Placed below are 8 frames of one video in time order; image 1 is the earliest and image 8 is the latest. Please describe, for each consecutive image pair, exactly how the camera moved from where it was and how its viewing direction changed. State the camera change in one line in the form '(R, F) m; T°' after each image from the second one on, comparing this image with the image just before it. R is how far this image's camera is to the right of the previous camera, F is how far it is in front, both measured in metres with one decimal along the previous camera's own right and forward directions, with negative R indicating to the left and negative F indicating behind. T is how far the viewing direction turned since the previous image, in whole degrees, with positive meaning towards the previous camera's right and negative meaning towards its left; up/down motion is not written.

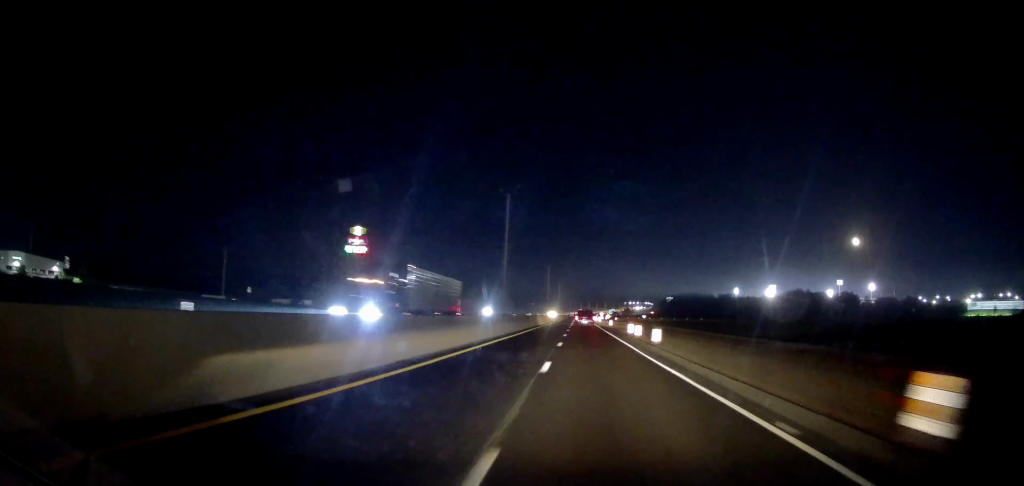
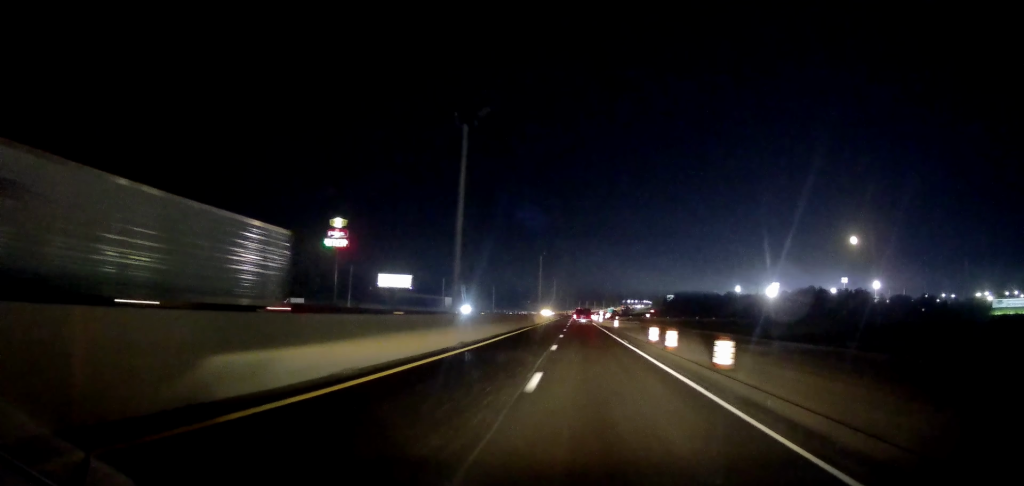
(0.0, +13.0) m; 0°
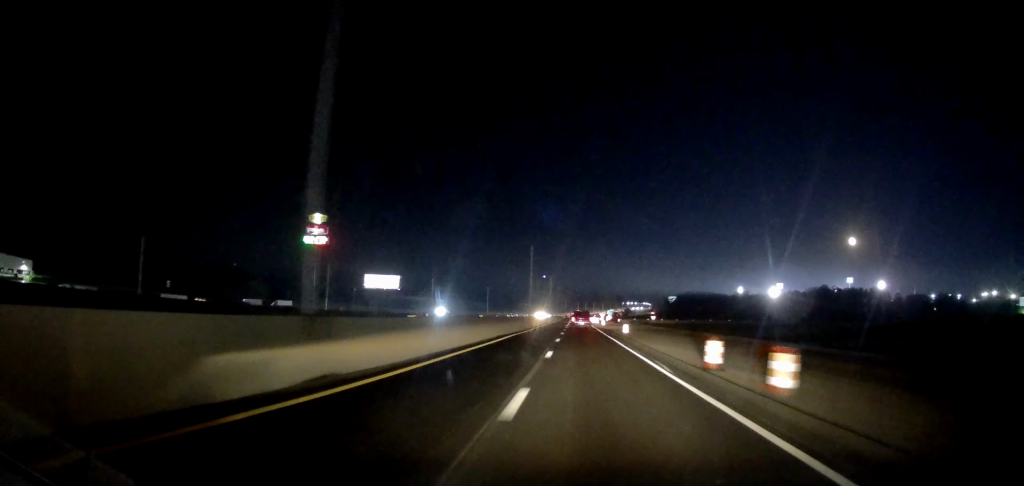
(-0.2, +34.7) m; 0°
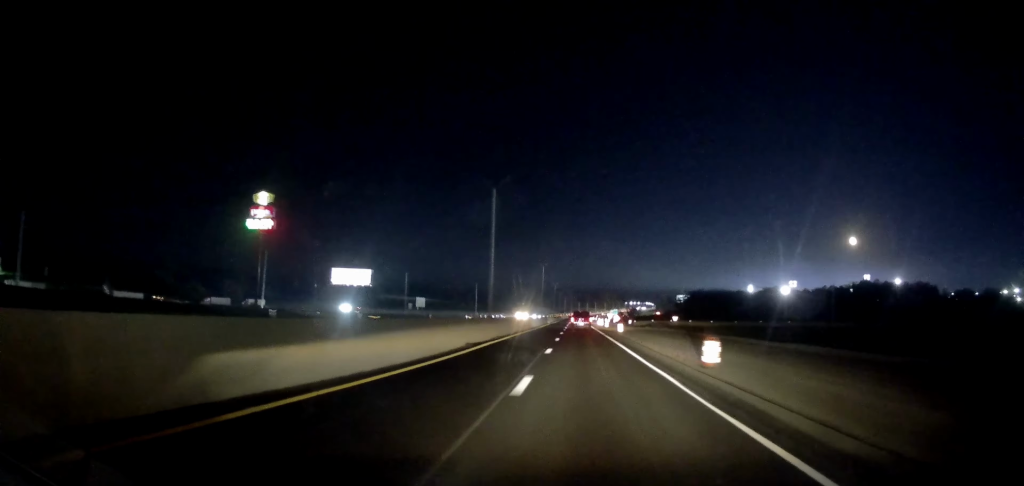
(+0.1, +30.8) m; +1°
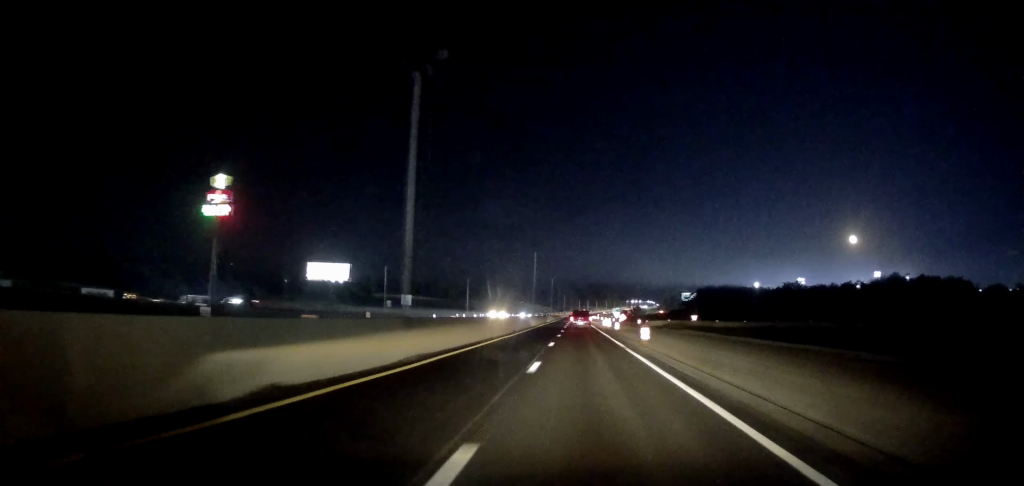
(+0.3, +18.8) m; 0°
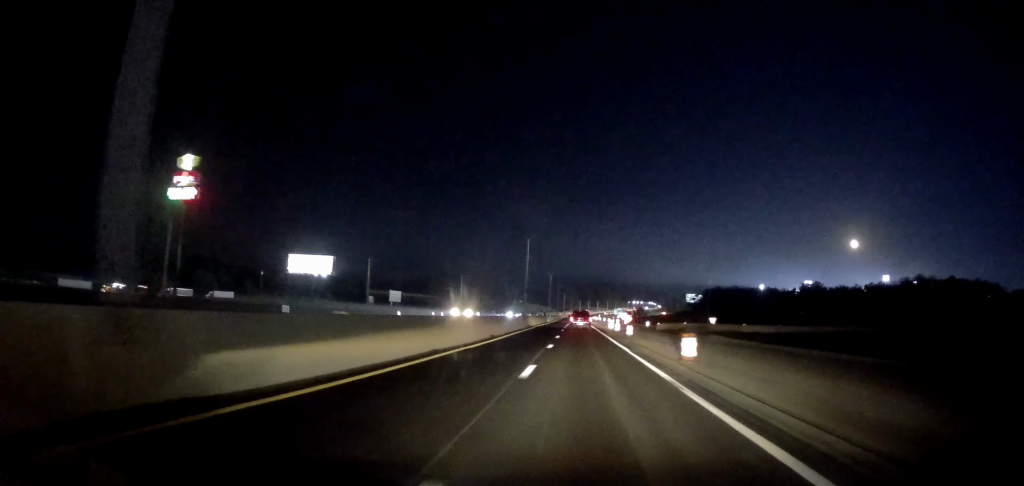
(0.0, +13.3) m; 0°
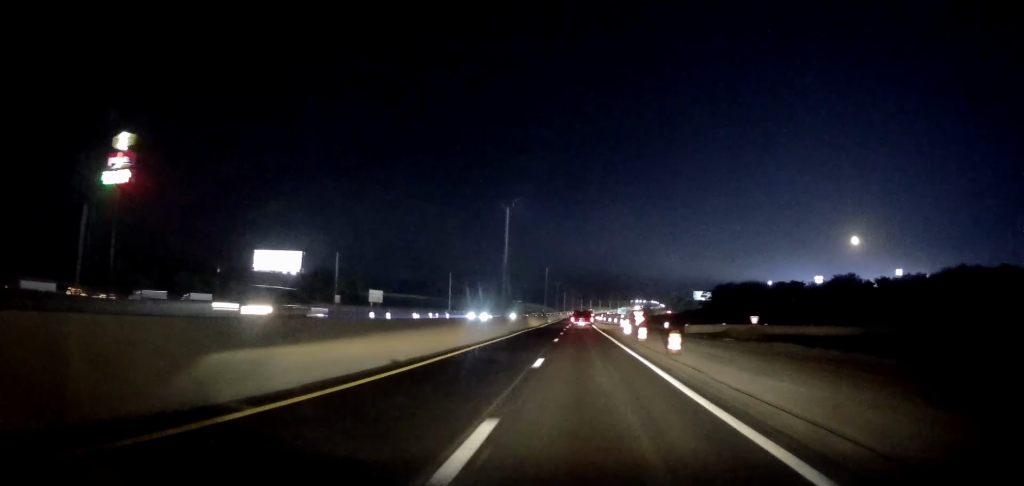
(-0.3, +21.0) m; -1°
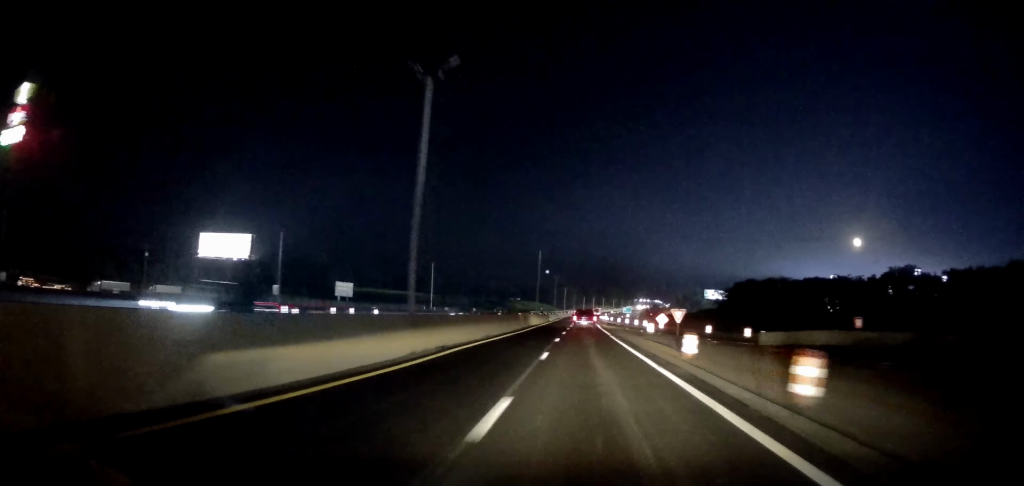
(0.0, +26.2) m; 0°
